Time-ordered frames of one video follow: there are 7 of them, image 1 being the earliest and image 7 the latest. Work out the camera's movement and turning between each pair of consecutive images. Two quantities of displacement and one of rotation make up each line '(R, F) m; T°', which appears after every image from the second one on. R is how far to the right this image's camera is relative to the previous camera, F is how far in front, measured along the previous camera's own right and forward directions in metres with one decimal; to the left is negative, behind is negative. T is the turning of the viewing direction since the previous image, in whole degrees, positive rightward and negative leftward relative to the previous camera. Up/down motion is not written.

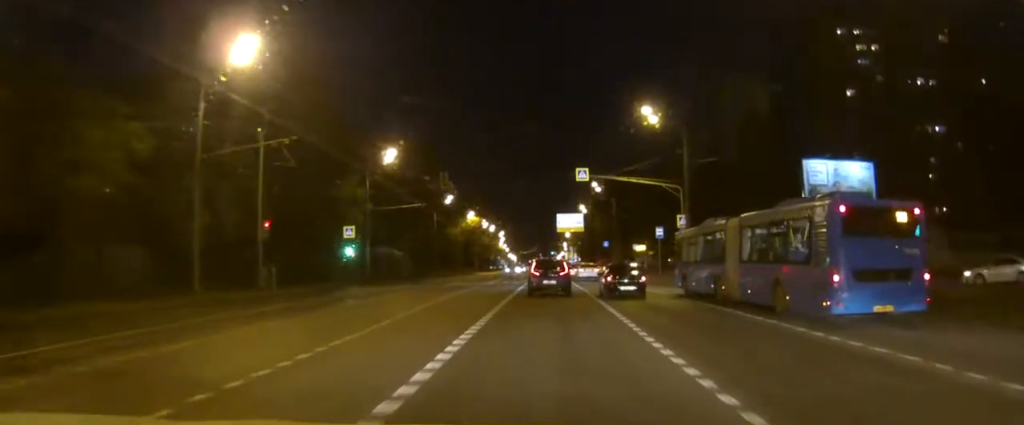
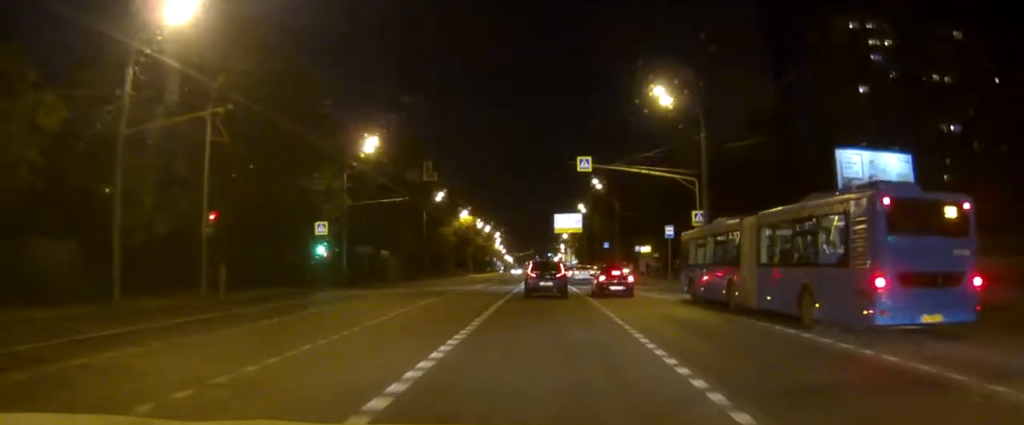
(0.0, +7.1) m; 0°
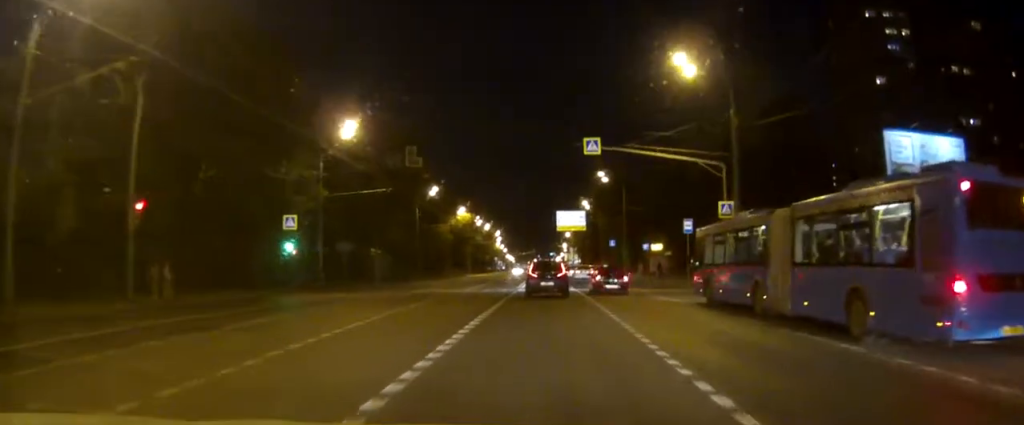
(0.0, +7.2) m; 0°
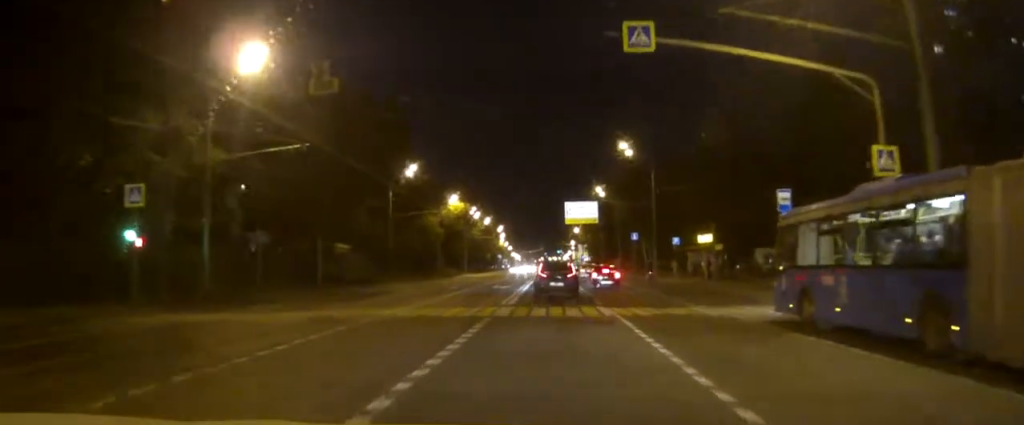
(+0.2, +20.6) m; +1°
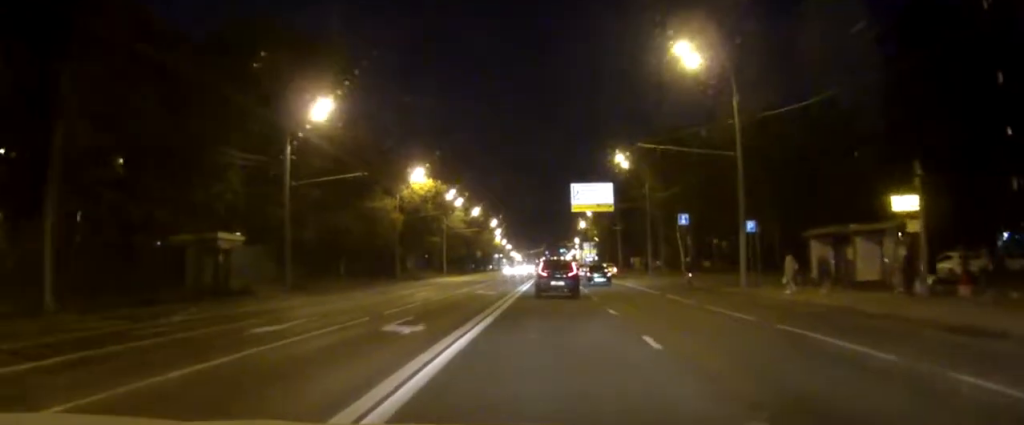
(-0.3, +31.9) m; -1°
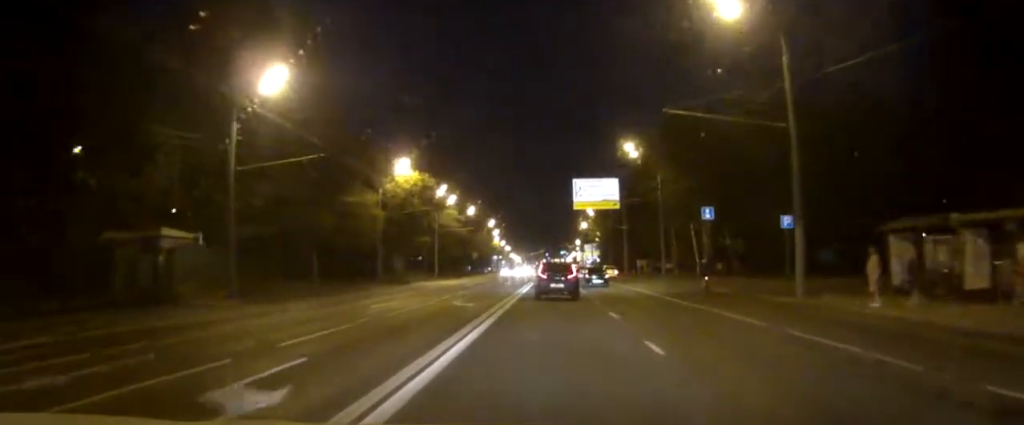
(-0.1, +8.5) m; 0°
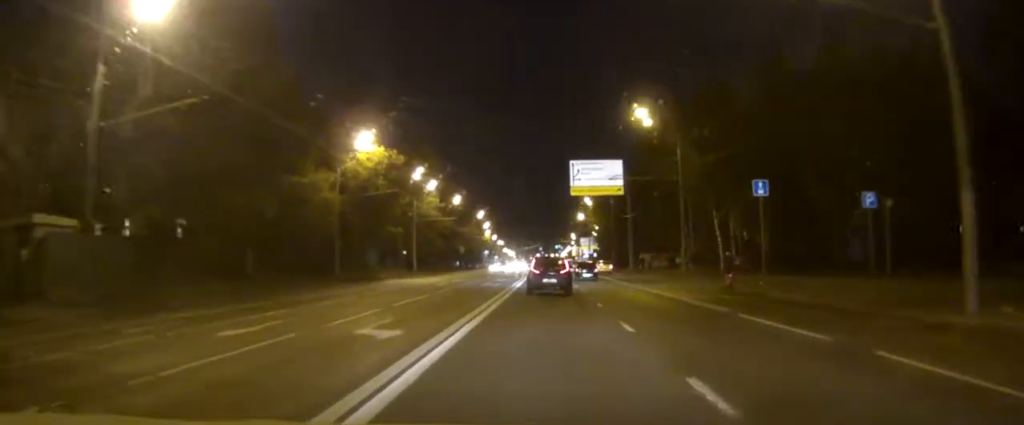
(+0.1, +13.0) m; +1°
